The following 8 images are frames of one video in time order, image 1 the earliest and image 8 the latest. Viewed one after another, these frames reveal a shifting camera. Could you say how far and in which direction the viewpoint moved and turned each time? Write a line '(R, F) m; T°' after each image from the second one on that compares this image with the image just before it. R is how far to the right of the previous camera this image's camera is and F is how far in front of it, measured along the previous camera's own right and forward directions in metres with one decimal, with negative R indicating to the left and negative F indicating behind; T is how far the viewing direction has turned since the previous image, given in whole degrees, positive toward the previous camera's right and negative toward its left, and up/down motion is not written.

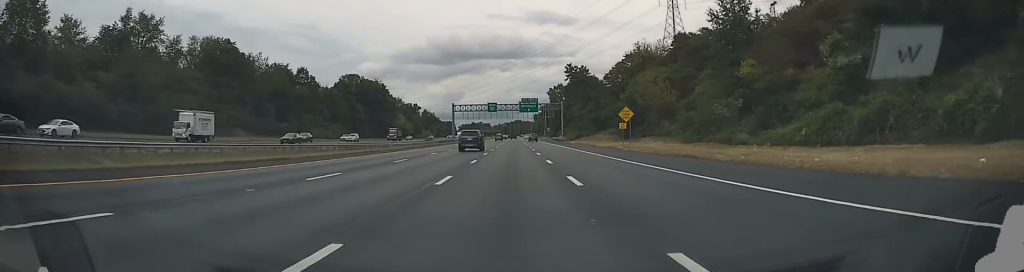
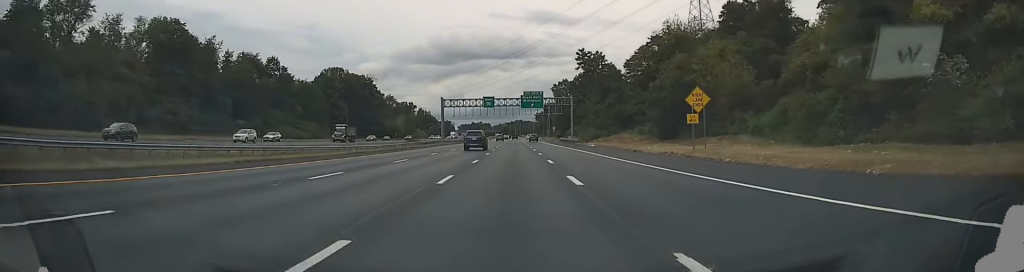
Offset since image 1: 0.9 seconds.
(-0.3, +24.0) m; -1°
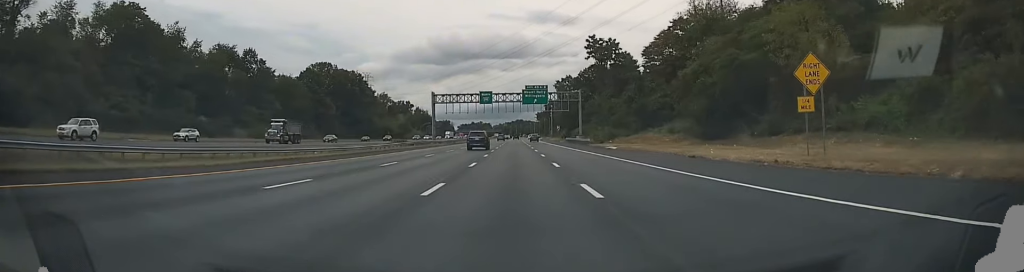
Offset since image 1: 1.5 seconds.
(0.0, +15.1) m; 0°
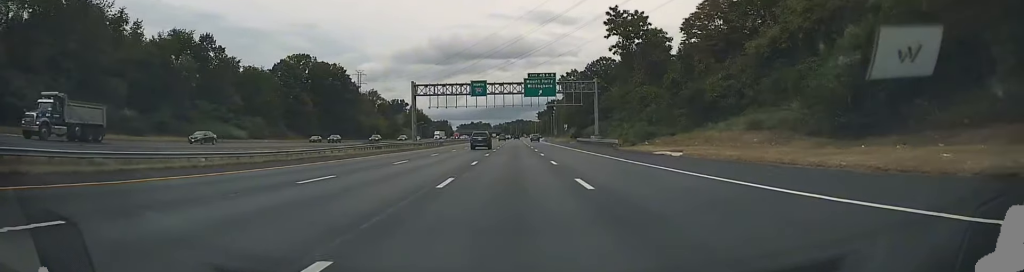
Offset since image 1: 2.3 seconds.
(+0.1, +22.7) m; +1°
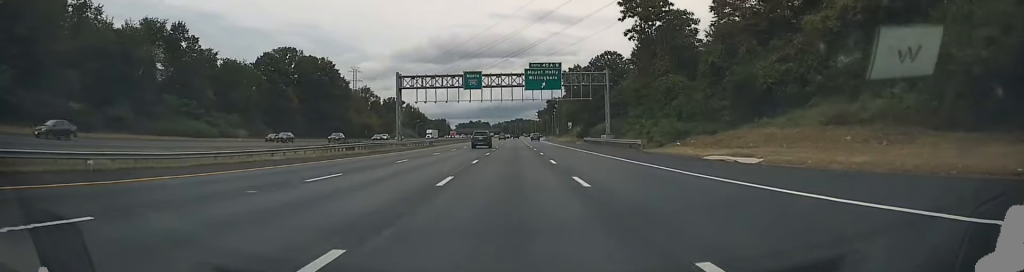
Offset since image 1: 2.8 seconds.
(0.0, +11.6) m; 0°
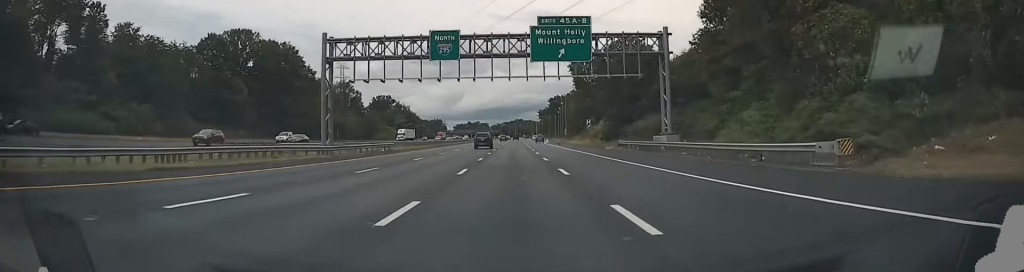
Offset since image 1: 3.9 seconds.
(+0.2, +31.0) m; 0°
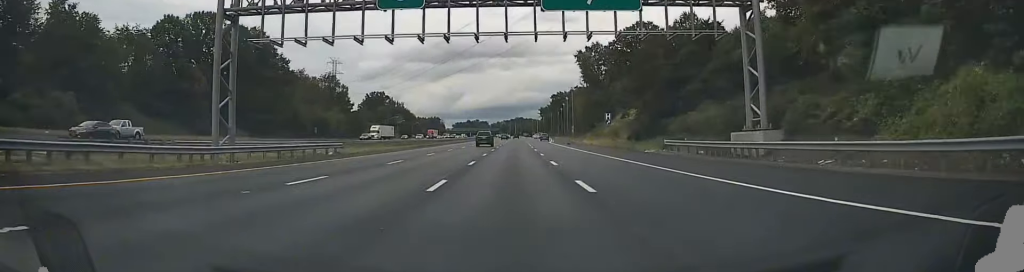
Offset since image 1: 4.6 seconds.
(-0.3, +18.8) m; -1°
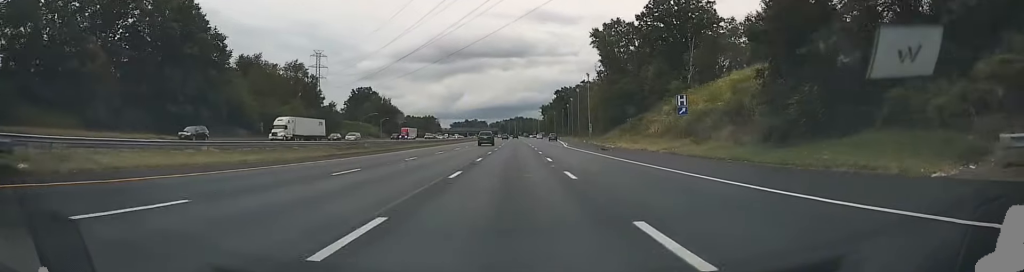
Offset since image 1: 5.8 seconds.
(-0.1, +32.3) m; 0°
